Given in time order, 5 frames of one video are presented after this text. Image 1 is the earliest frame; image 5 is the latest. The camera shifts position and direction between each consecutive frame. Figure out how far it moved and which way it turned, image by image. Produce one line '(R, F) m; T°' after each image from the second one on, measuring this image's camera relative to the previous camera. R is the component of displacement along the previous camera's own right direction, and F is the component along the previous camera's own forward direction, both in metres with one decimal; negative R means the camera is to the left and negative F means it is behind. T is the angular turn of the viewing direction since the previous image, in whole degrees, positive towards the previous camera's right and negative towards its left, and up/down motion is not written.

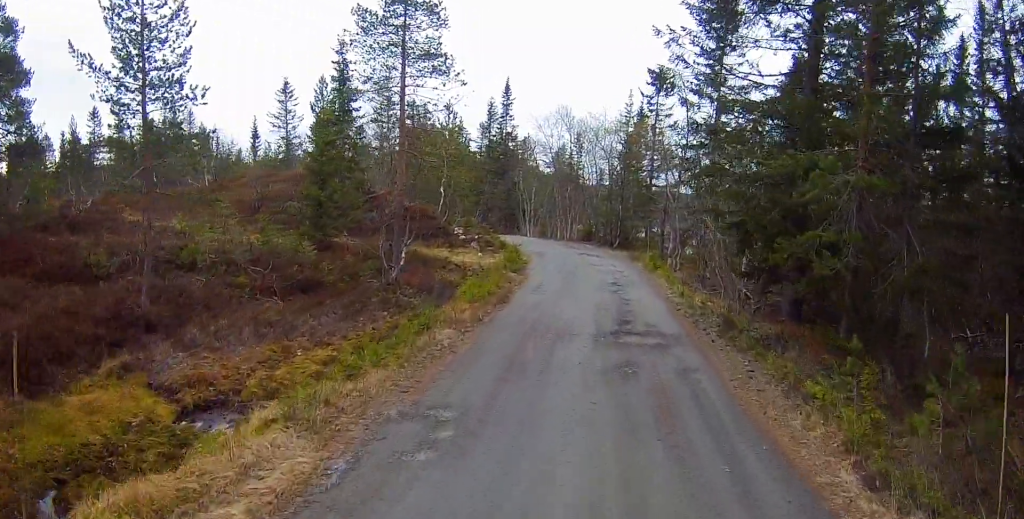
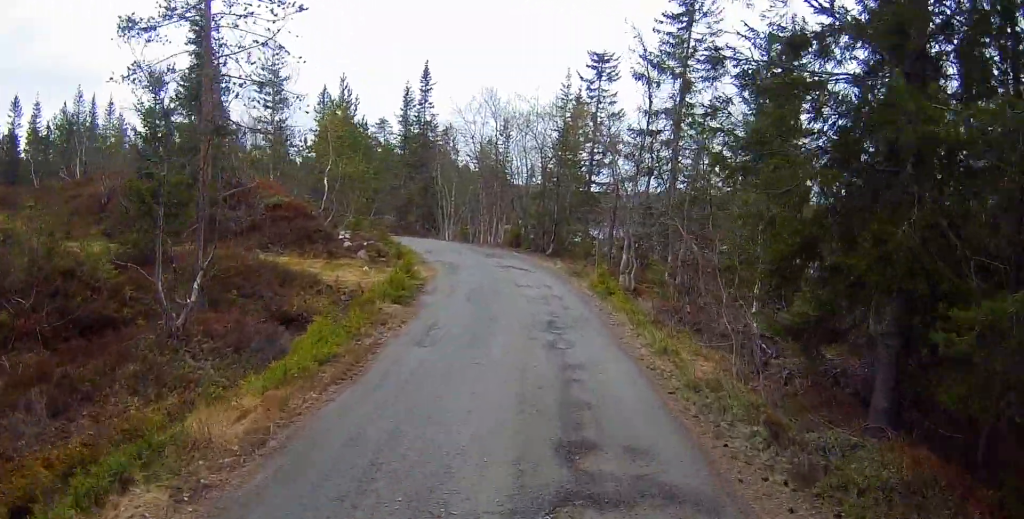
(+0.4, +6.4) m; +4°
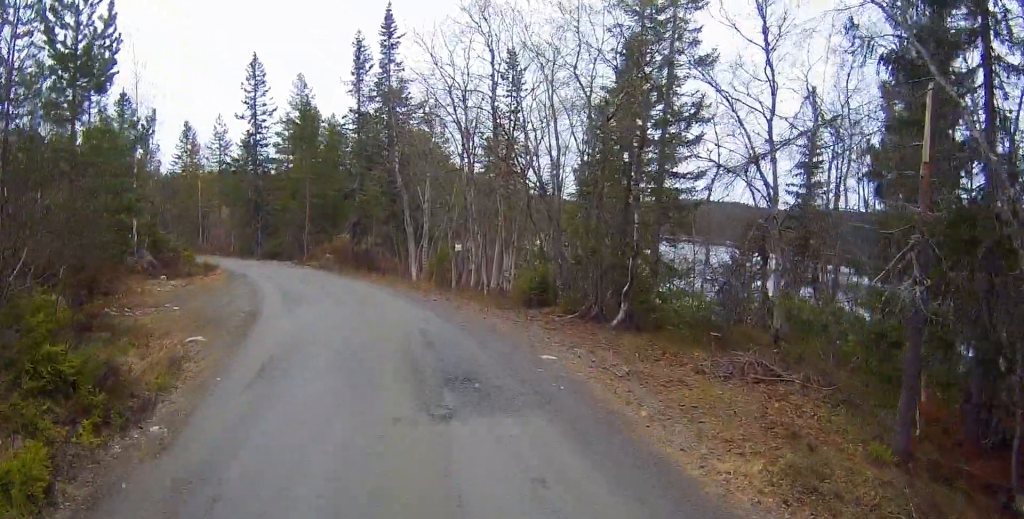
(-1.2, +17.4) m; -9°
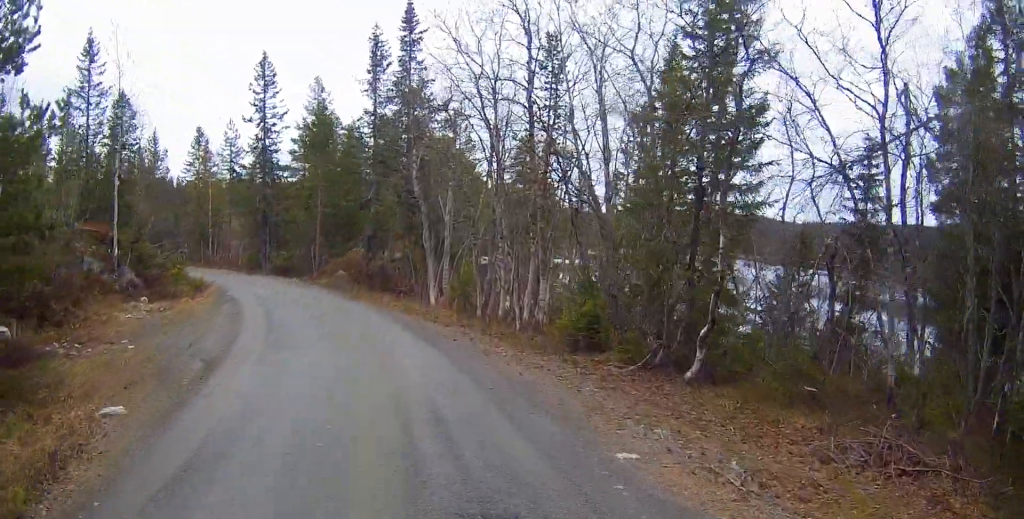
(-0.1, +3.2) m; -3°
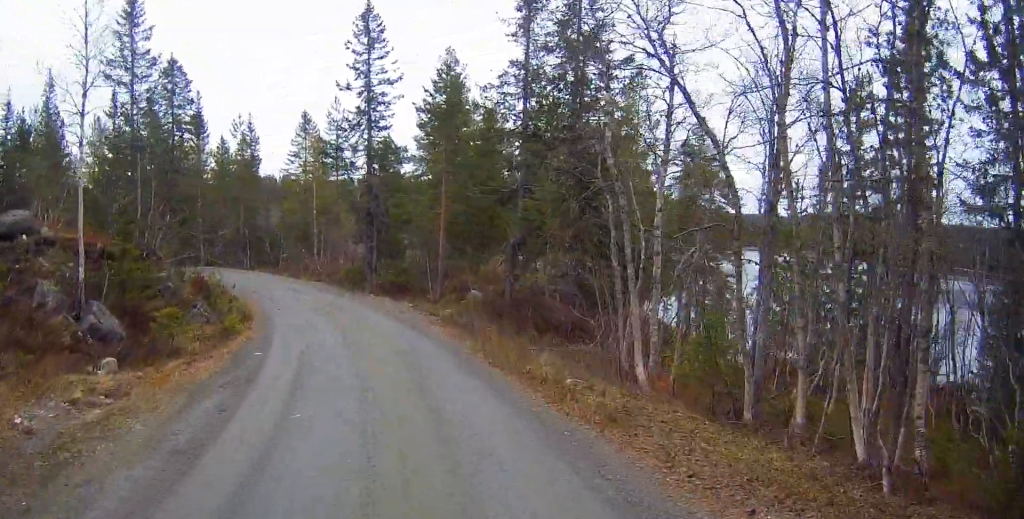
(-0.7, +9.3) m; -9°
